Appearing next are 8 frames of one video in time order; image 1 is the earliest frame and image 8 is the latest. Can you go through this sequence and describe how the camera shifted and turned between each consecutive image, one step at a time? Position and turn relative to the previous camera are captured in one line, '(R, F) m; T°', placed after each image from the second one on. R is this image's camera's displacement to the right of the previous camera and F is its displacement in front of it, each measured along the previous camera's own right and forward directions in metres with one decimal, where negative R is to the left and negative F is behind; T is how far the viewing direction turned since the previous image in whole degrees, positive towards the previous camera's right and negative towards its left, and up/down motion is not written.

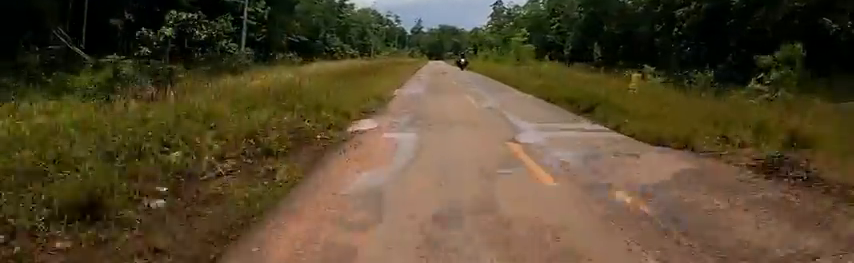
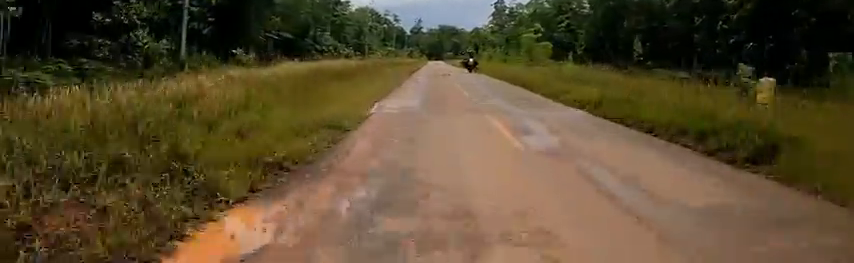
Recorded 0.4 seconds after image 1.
(0.0, +6.6) m; 0°
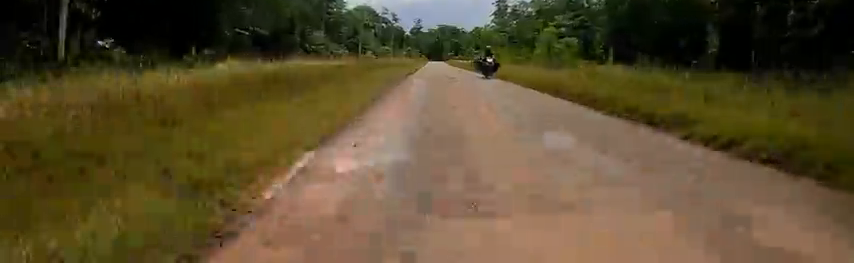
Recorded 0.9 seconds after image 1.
(0.0, +7.1) m; 0°
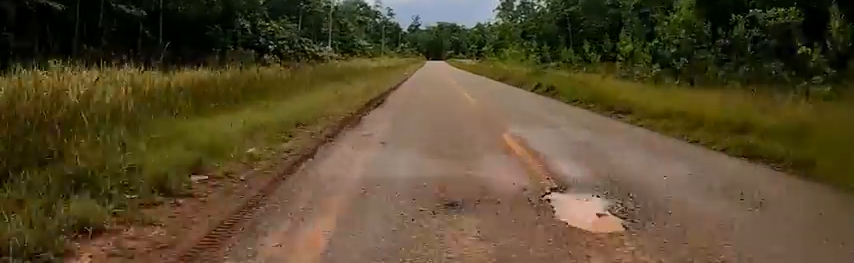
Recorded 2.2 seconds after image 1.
(0.0, +19.7) m; 0°
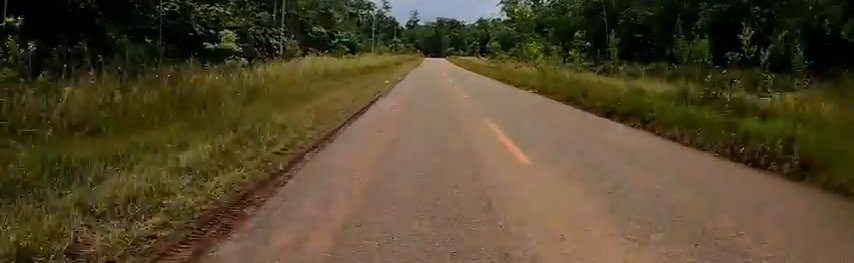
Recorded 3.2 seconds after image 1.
(0.0, +14.4) m; +1°
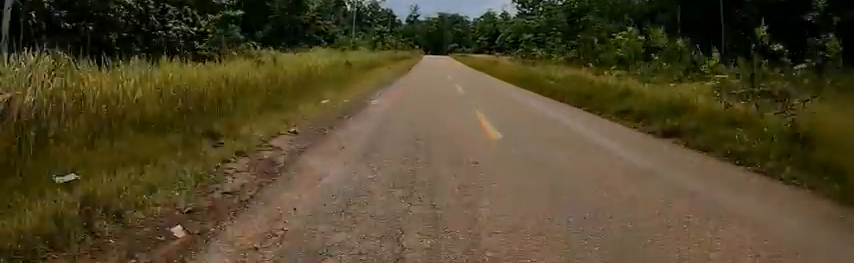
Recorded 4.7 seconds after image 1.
(+0.3, +22.8) m; +1°
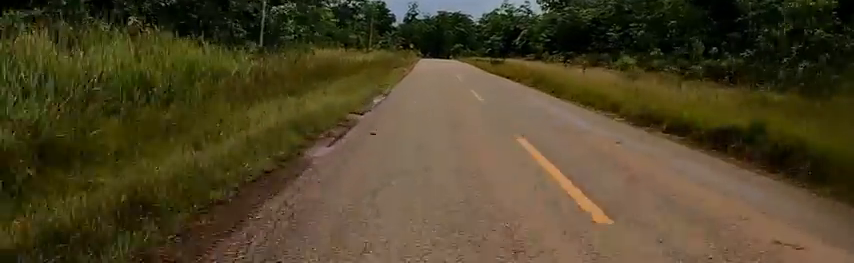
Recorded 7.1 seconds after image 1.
(-0.4, +35.2) m; -3°
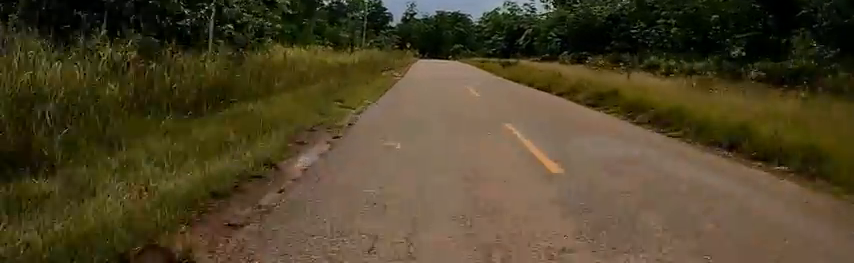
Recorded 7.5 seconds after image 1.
(-0.1, +6.9) m; -1°
